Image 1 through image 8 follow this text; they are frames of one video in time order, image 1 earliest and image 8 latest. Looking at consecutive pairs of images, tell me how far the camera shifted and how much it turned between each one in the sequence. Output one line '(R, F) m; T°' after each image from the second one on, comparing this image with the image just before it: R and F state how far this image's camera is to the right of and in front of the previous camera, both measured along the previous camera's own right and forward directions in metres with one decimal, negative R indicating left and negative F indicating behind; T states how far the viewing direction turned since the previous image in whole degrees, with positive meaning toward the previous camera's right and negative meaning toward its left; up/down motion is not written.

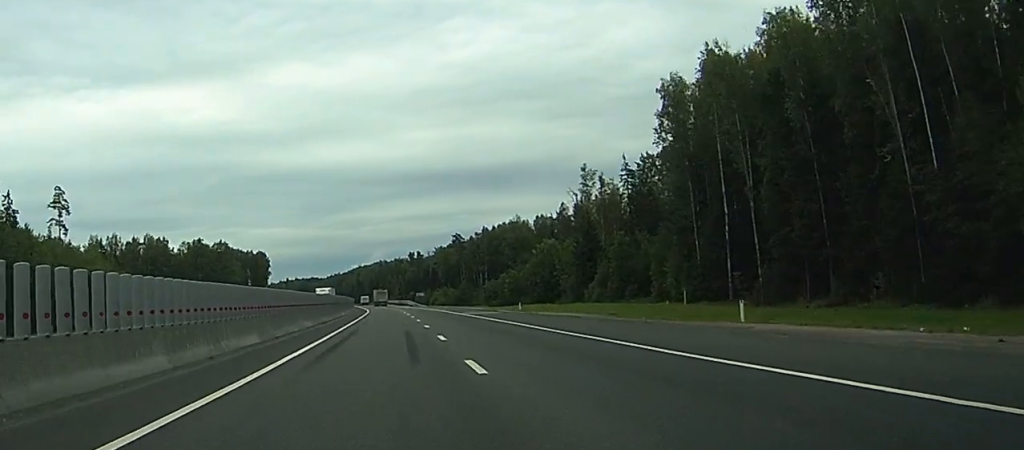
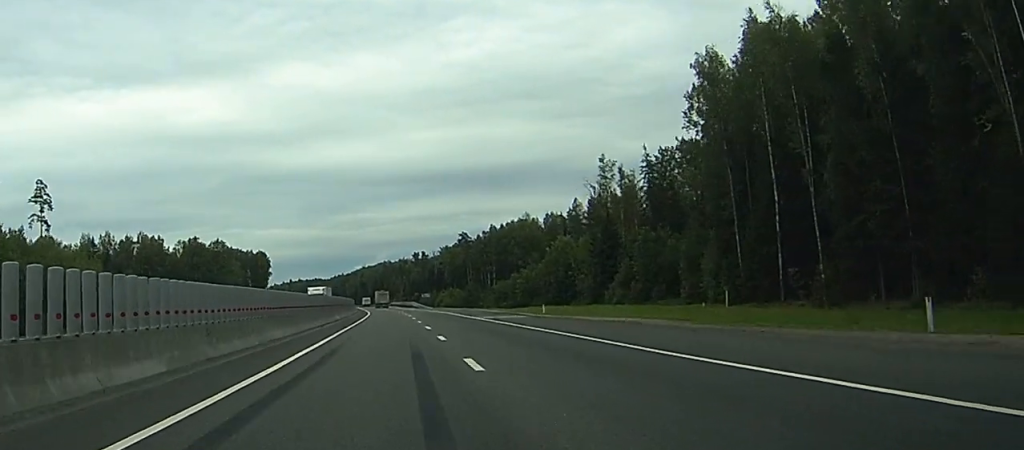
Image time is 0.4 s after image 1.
(0.0, +10.9) m; 0°
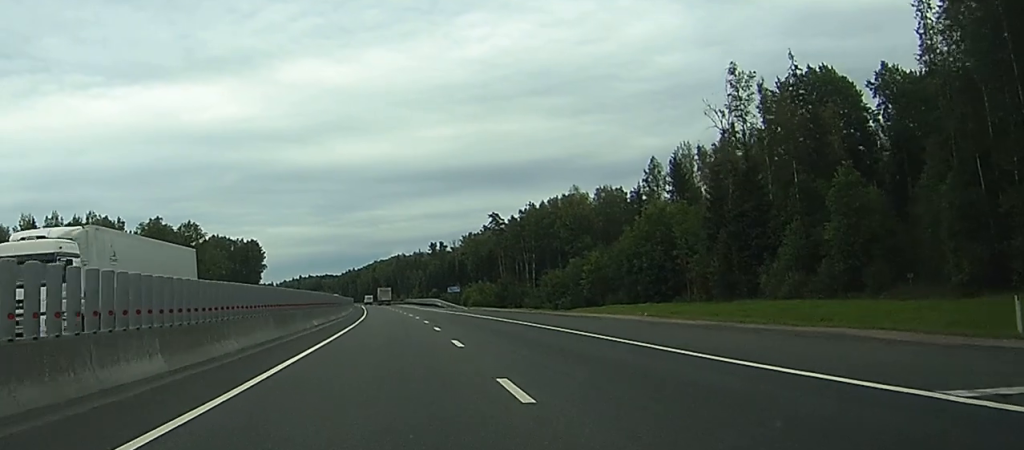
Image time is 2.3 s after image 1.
(-0.7, +52.6) m; -1°
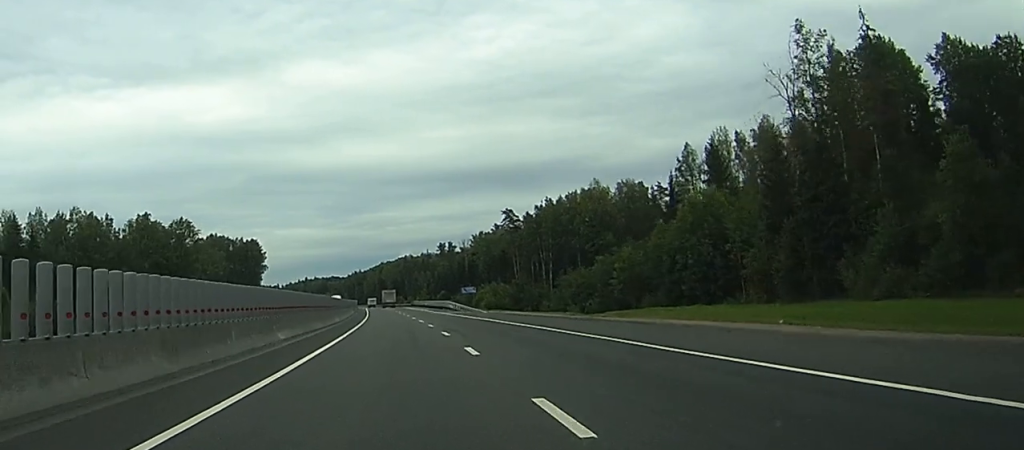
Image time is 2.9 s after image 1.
(0.0, +14.6) m; 0°
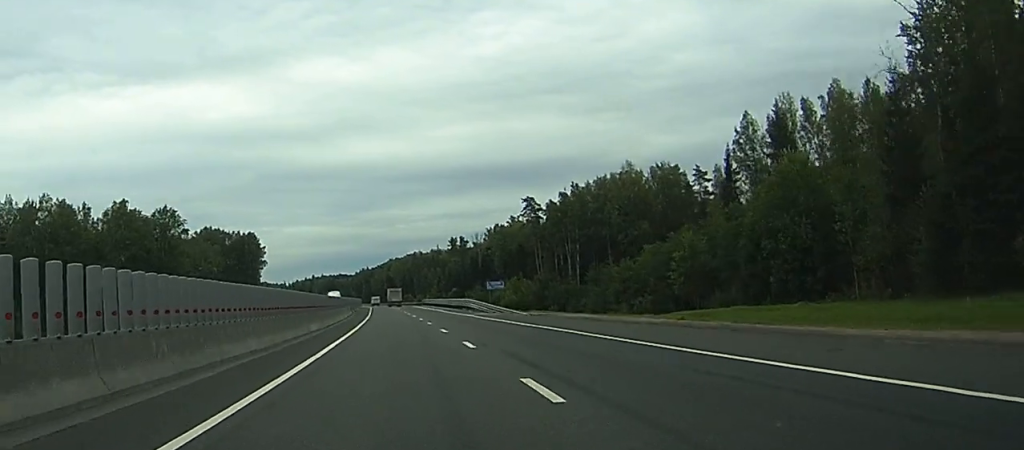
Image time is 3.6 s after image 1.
(0.0, +20.9) m; 0°
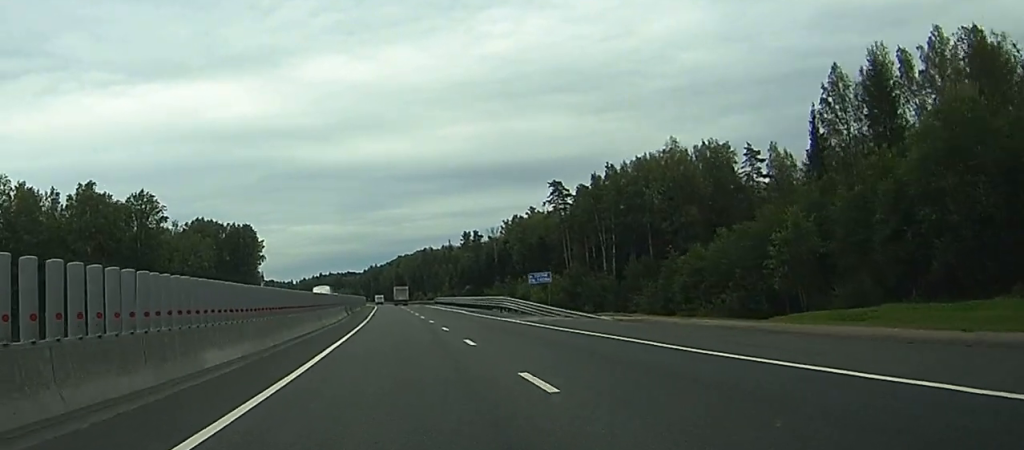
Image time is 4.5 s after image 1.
(-0.1, +22.8) m; -1°
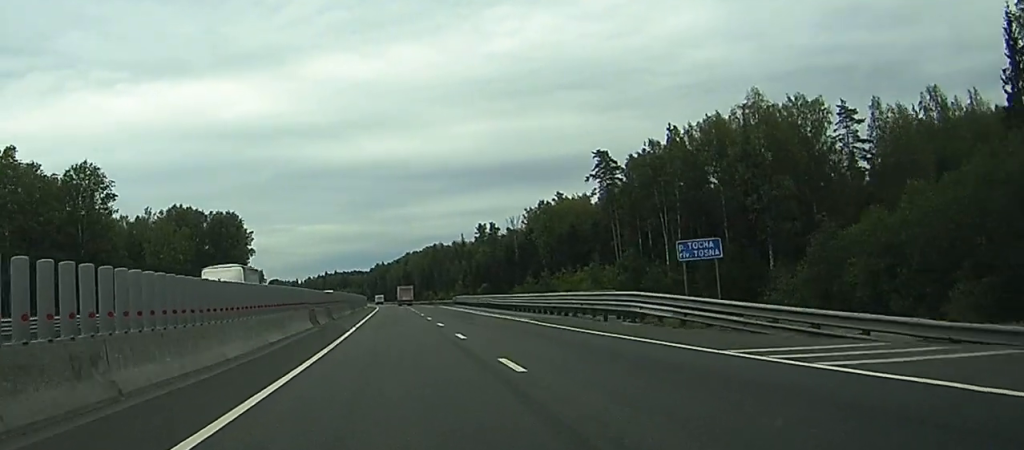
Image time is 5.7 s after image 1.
(-0.2, +32.8) m; 0°
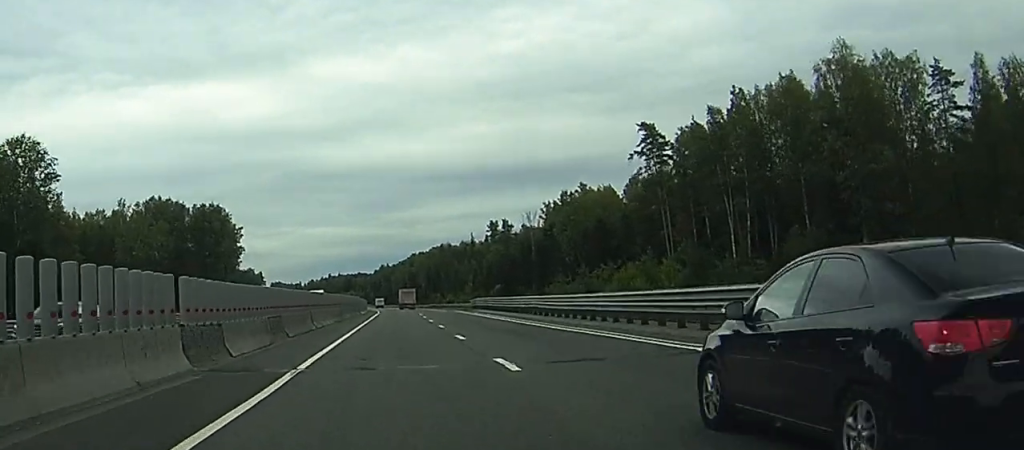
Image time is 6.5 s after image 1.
(+0.1, +23.6) m; 0°
